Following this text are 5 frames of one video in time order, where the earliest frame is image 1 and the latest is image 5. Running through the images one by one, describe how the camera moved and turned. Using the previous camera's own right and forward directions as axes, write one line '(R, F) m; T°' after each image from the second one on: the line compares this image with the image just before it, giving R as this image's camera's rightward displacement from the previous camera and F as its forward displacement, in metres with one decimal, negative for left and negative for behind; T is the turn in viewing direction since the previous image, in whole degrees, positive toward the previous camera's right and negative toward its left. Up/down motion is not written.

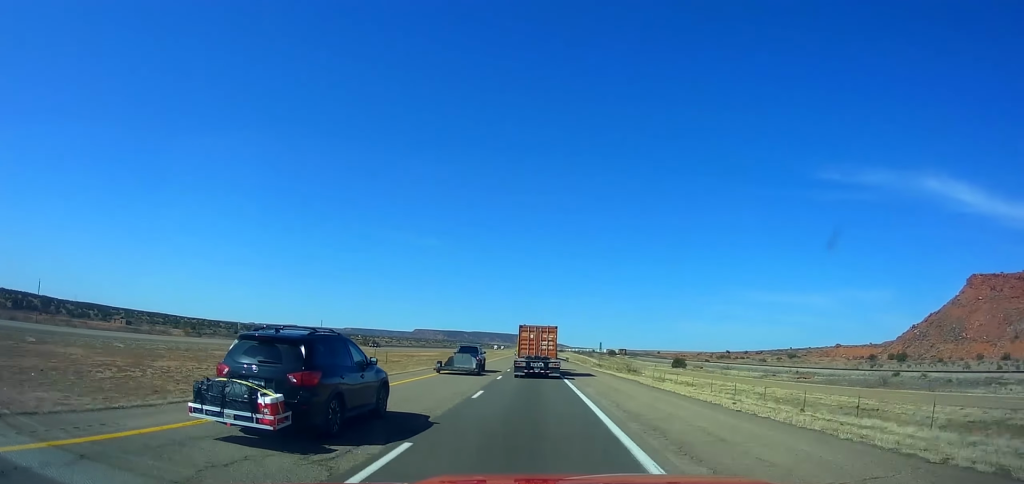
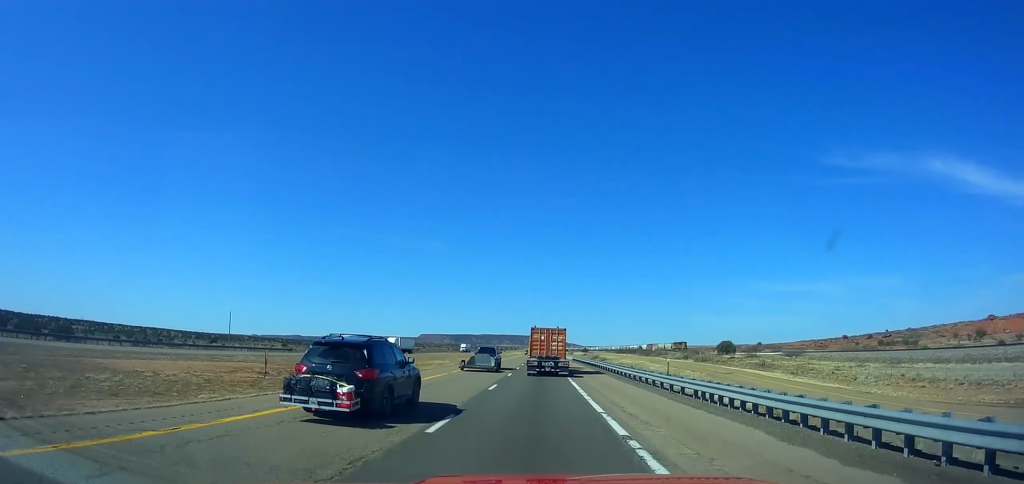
(-4.6, +214.8) m; -1°
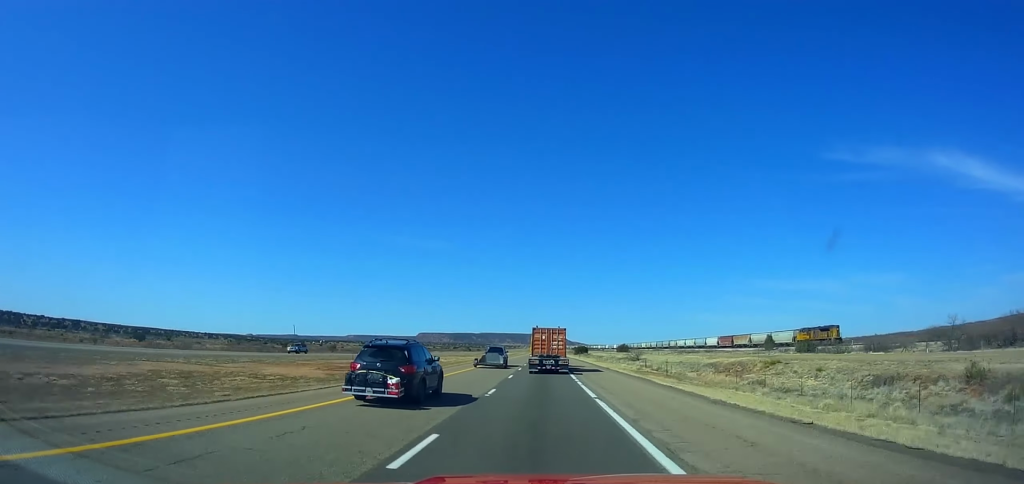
(-0.5, +209.1) m; 0°
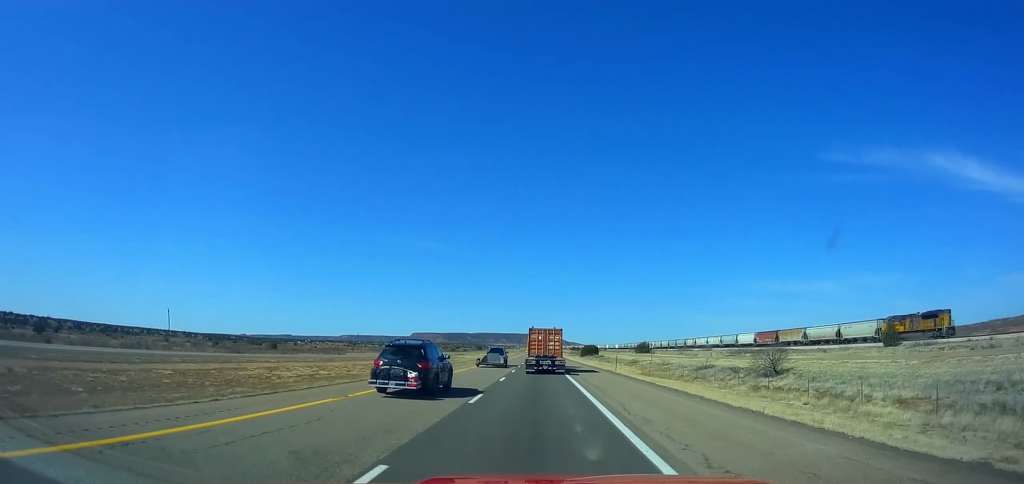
(0.0, +63.6) m; 0°
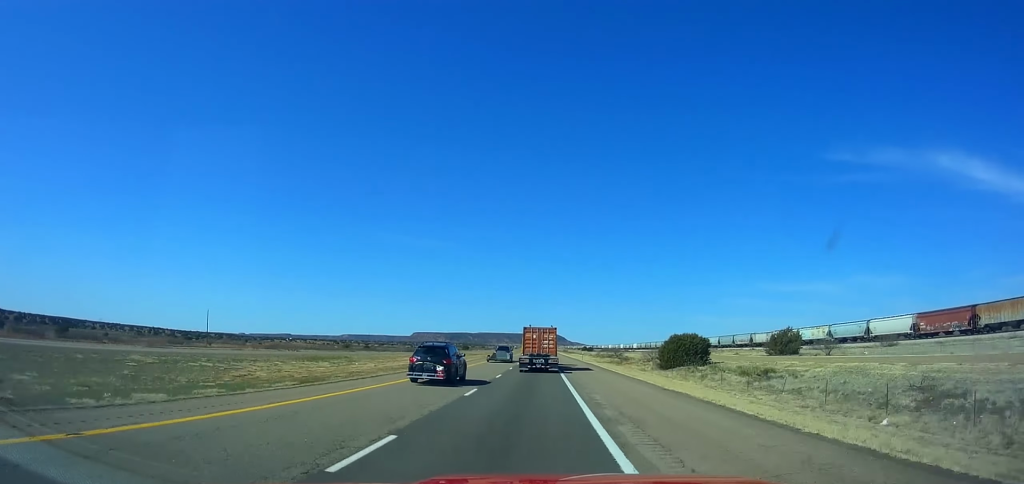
(+1.2, +118.9) m; 0°
